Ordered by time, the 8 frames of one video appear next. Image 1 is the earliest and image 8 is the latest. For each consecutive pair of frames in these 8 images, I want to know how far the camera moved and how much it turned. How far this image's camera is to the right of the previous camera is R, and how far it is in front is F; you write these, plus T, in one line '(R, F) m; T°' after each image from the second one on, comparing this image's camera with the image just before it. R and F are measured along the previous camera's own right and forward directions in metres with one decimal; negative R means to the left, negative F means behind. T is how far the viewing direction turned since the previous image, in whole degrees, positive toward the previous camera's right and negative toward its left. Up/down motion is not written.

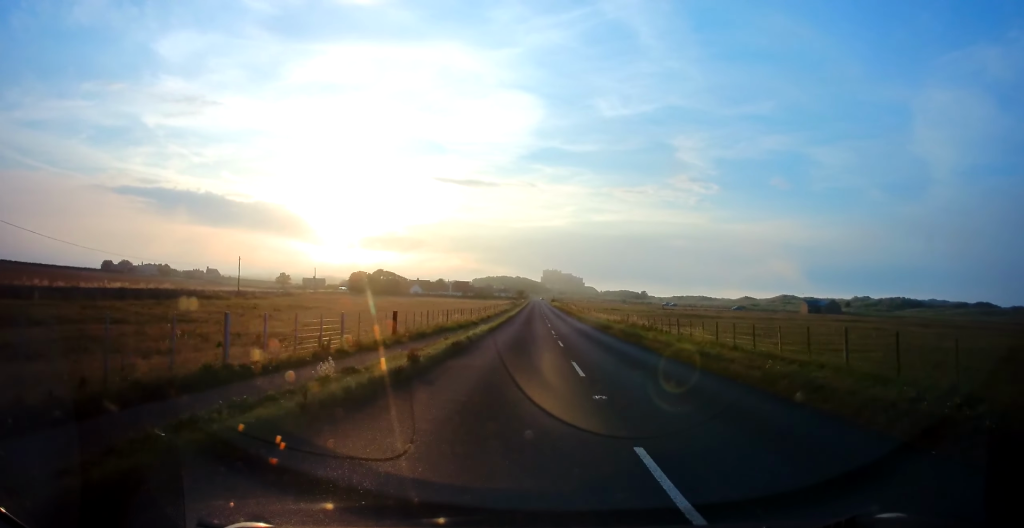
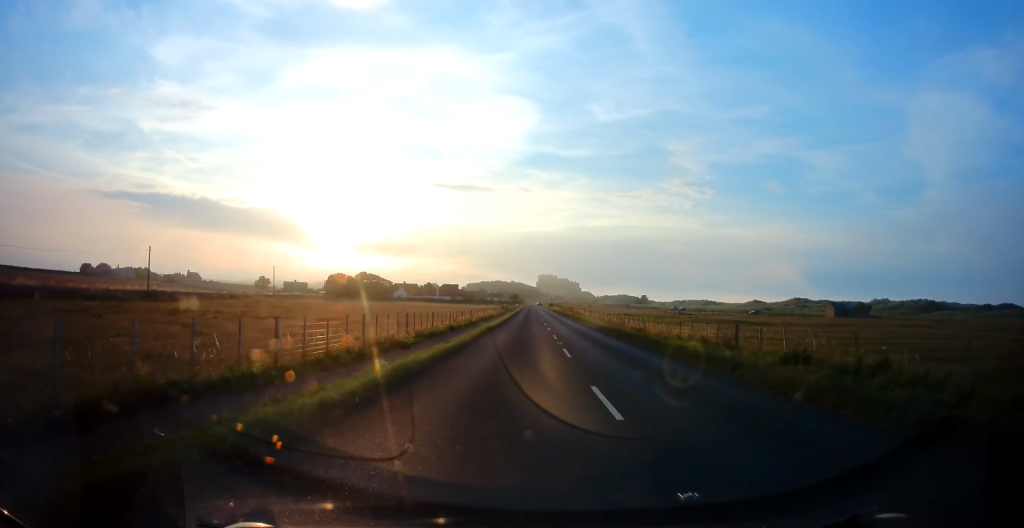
(-0.3, +22.1) m; 0°
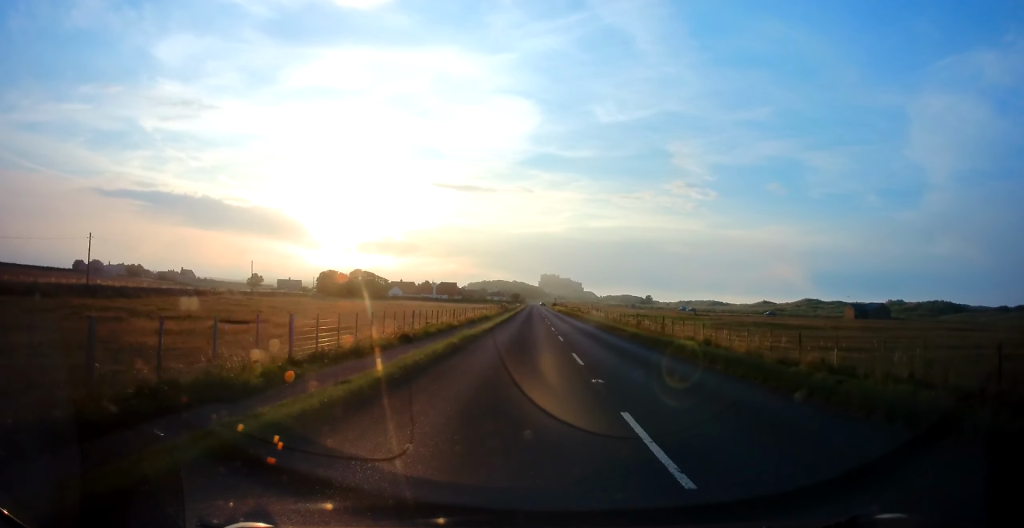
(+0.3, +11.4) m; 0°
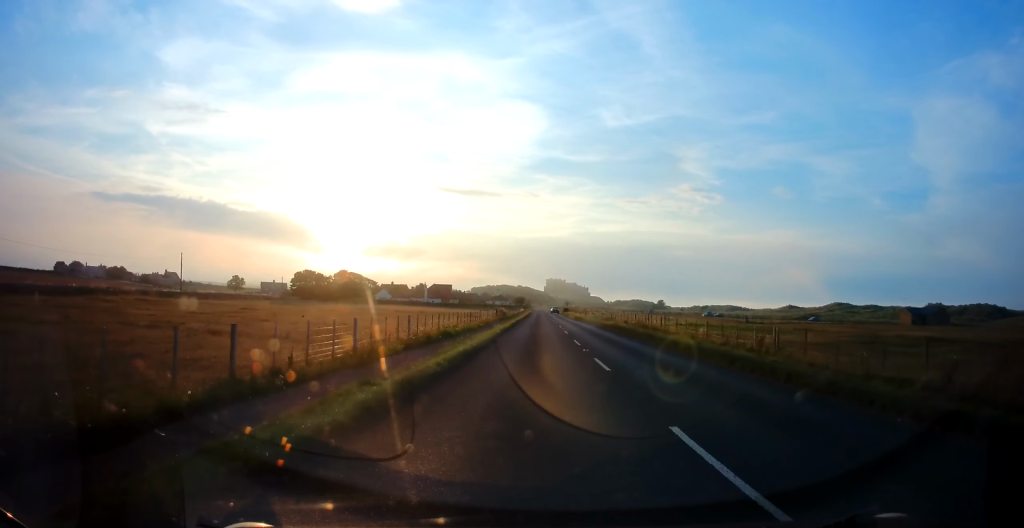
(-0.4, +27.4) m; -1°
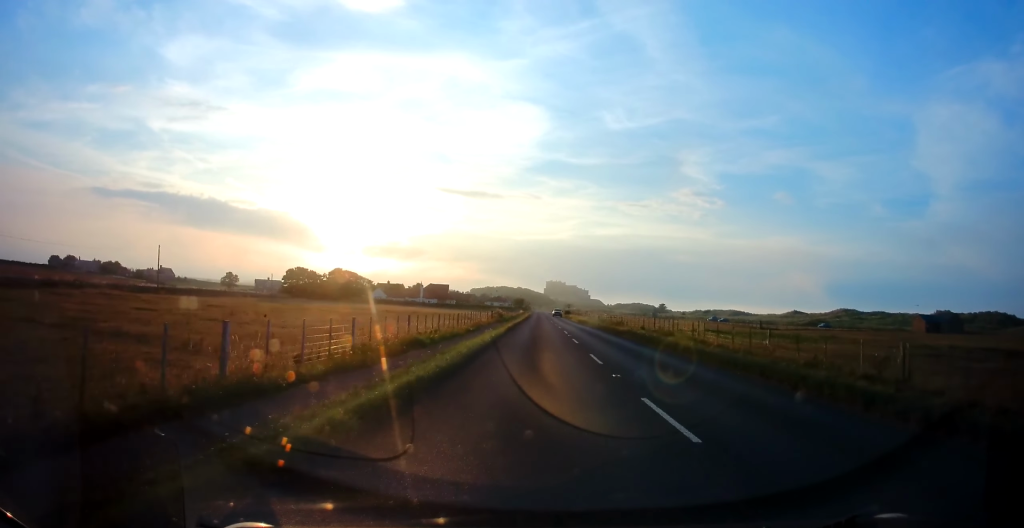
(0.0, +6.5) m; 0°
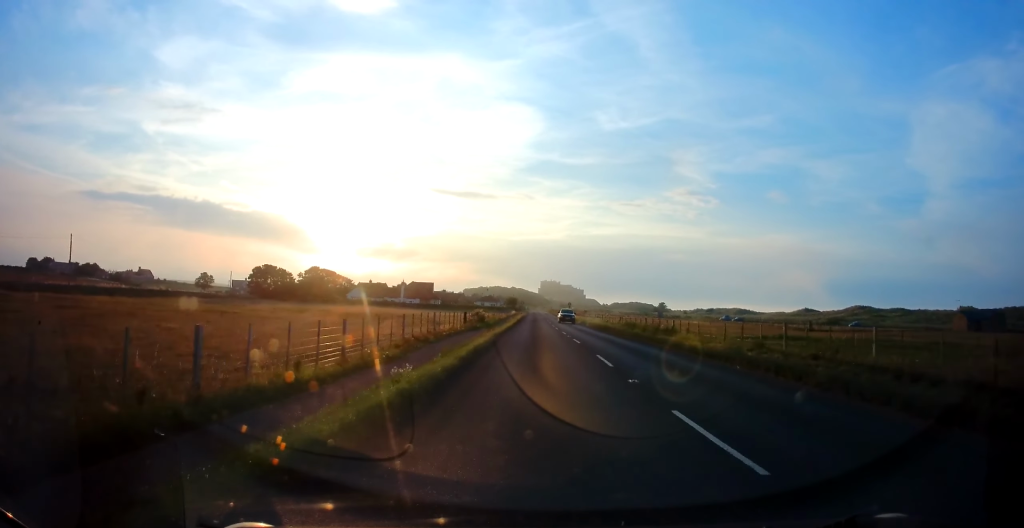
(0.0, +19.0) m; 0°
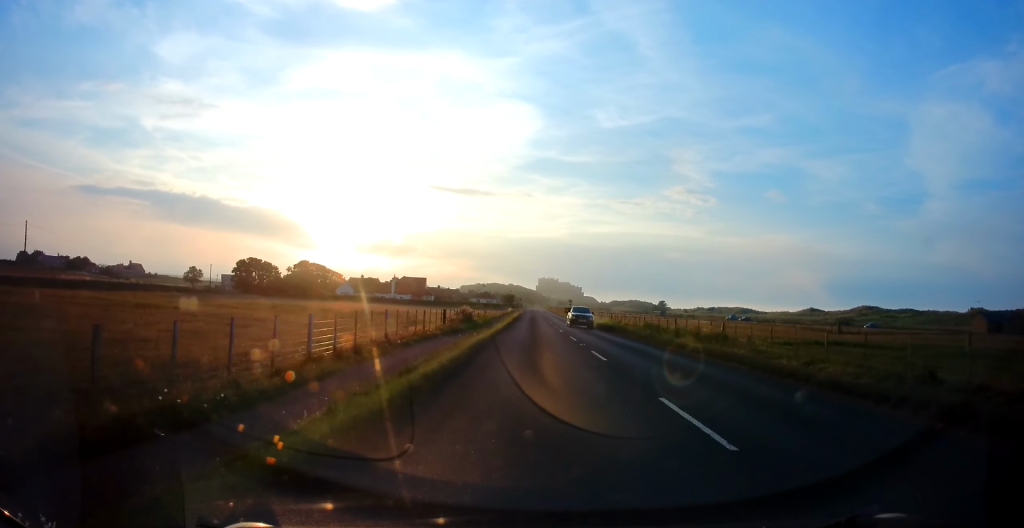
(0.0, +8.1) m; 0°
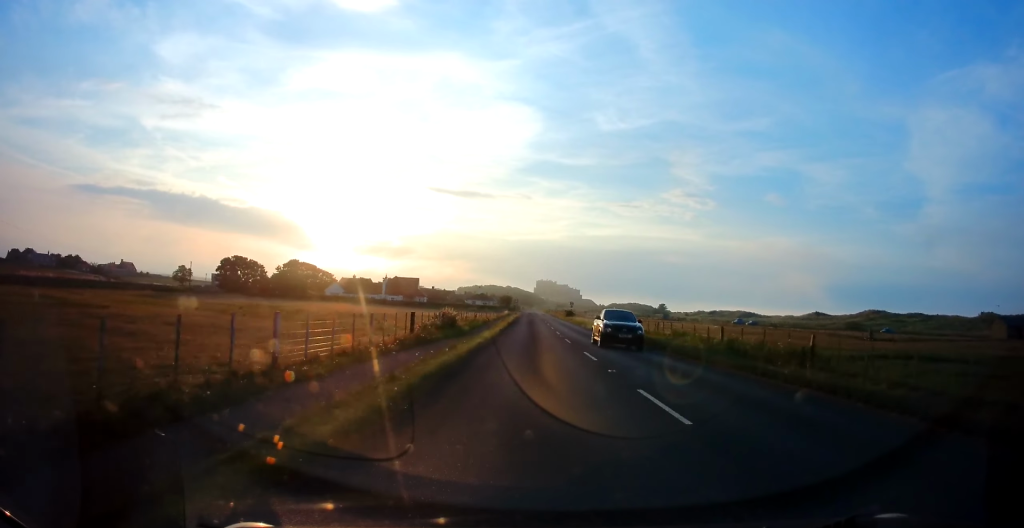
(0.0, +7.6) m; 0°
